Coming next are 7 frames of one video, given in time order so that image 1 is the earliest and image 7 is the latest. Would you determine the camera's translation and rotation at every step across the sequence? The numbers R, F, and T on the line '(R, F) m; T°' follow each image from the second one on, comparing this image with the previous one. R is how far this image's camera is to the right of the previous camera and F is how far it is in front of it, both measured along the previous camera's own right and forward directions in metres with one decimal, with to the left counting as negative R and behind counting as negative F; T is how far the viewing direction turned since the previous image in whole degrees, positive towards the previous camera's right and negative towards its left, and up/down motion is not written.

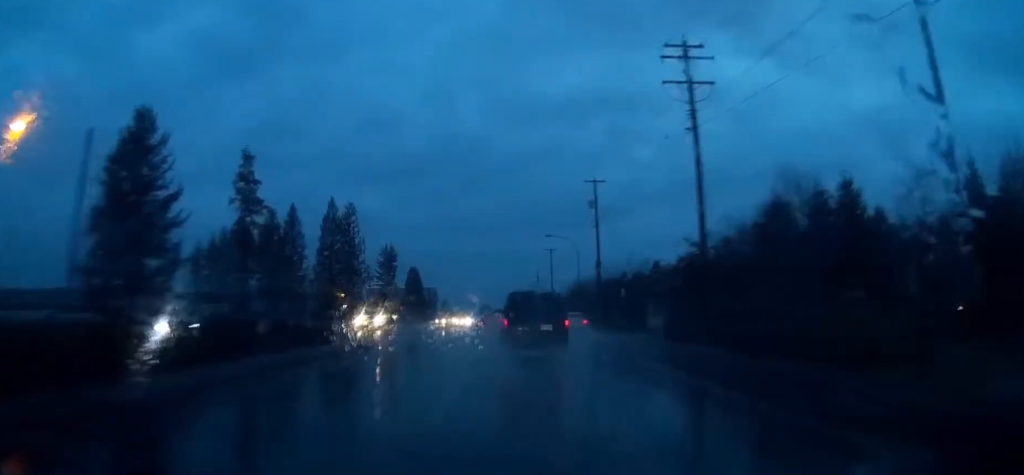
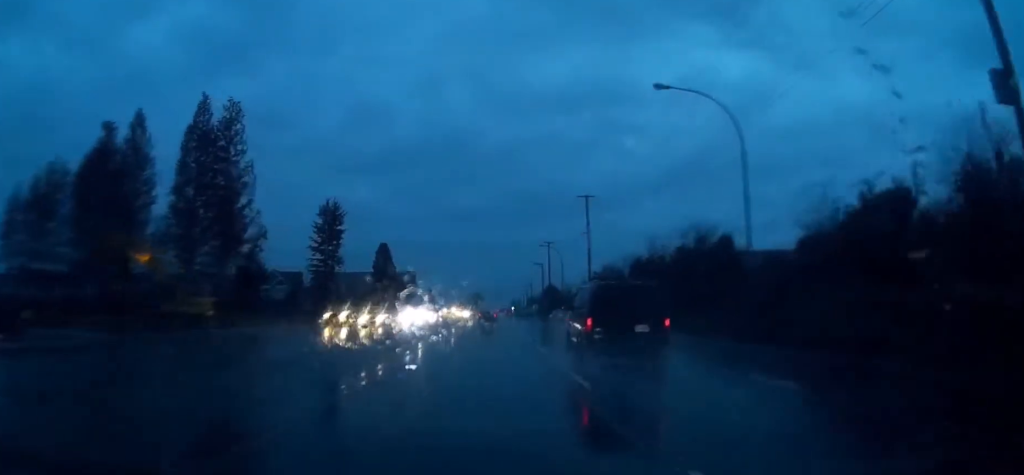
(+0.7, +62.3) m; +2°
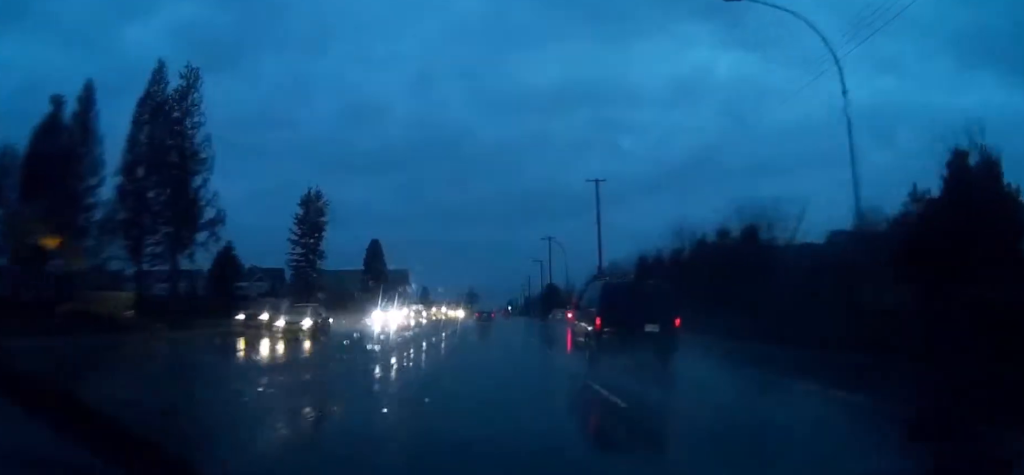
(0.0, +11.3) m; 0°
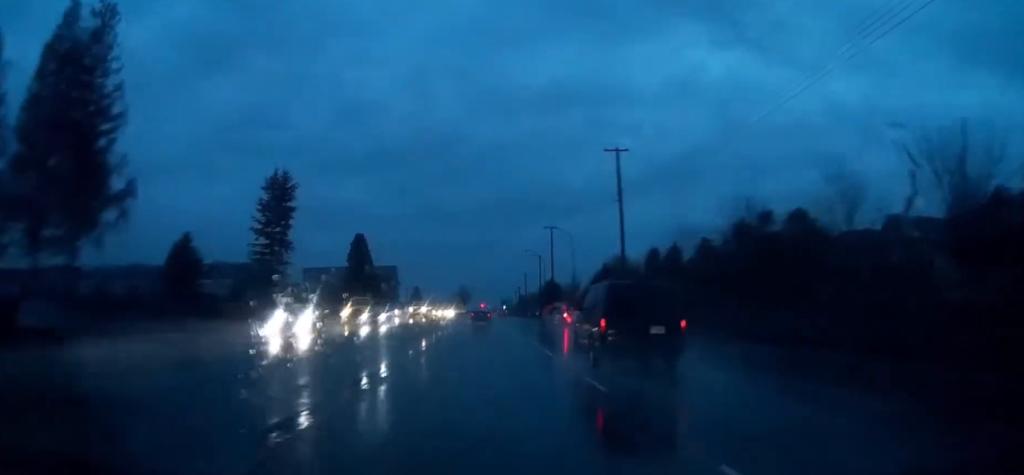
(0.0, +16.6) m; 0°
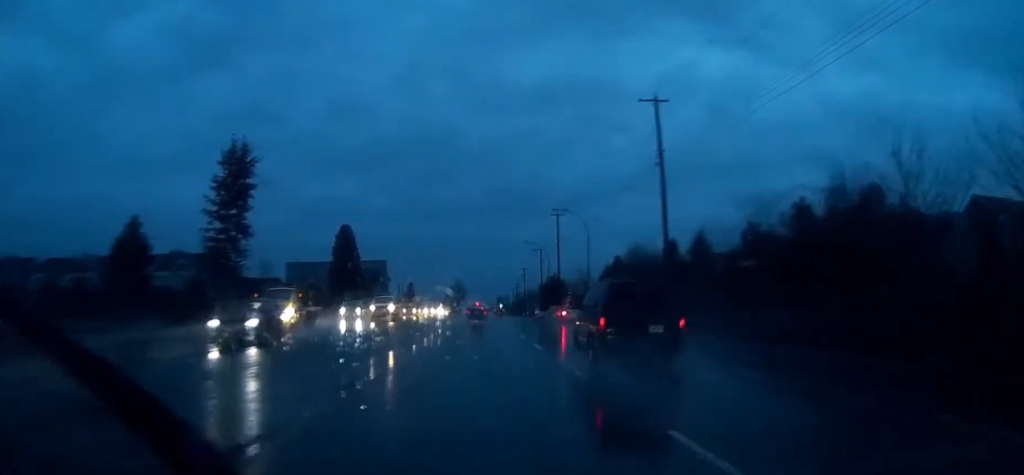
(+0.1, +17.3) m; 0°
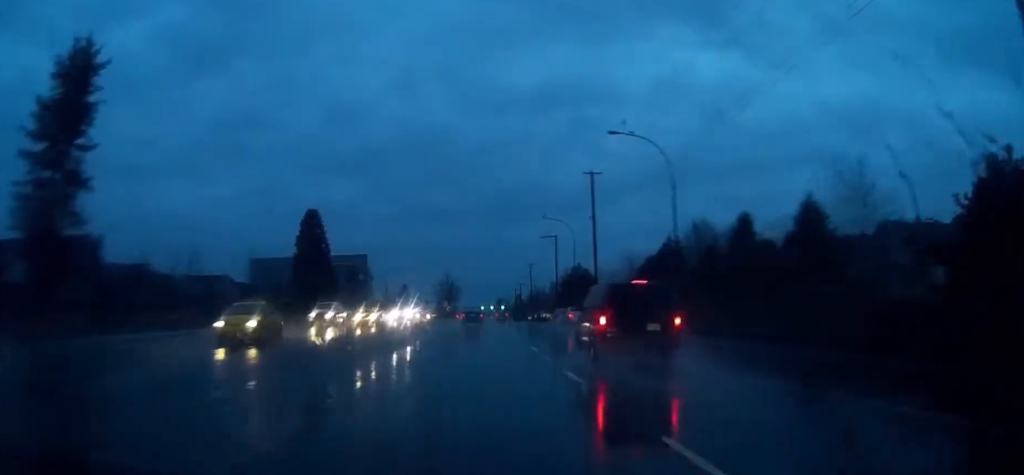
(-0.1, +38.0) m; 0°
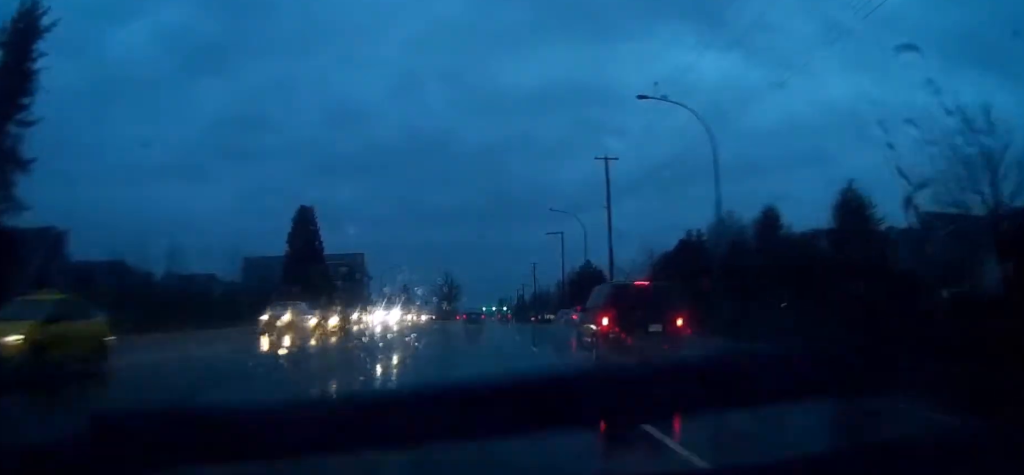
(0.0, +8.2) m; 0°
